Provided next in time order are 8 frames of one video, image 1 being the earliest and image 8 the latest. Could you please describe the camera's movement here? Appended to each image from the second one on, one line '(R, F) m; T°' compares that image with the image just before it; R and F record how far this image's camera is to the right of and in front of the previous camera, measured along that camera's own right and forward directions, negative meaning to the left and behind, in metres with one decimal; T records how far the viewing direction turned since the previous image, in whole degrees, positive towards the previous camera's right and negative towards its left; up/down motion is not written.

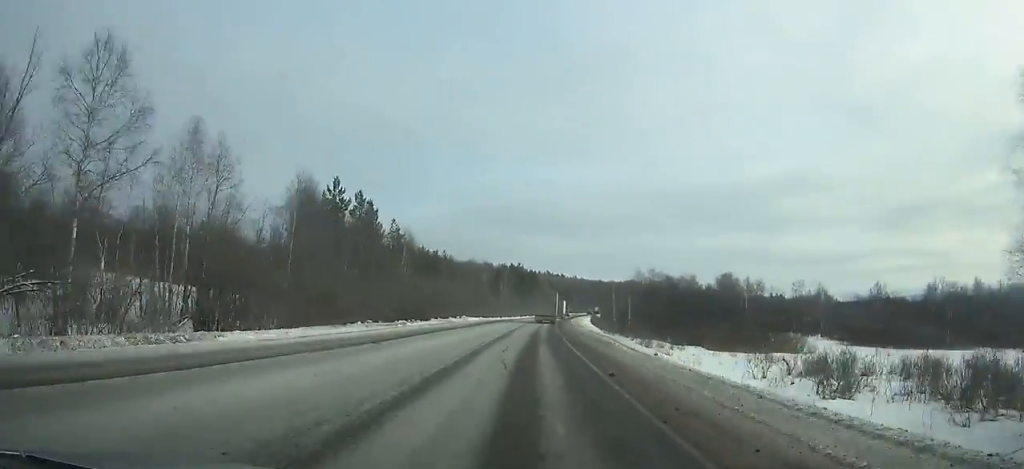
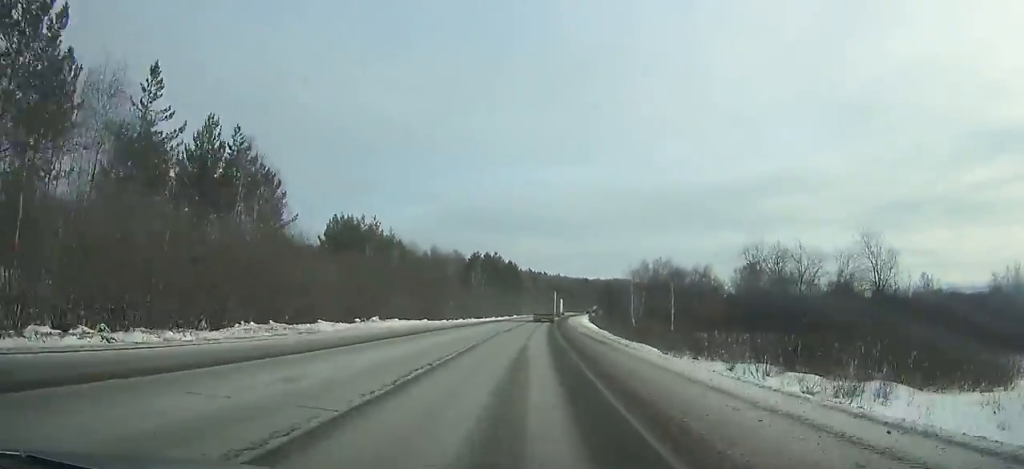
(+0.6, +41.1) m; +1°
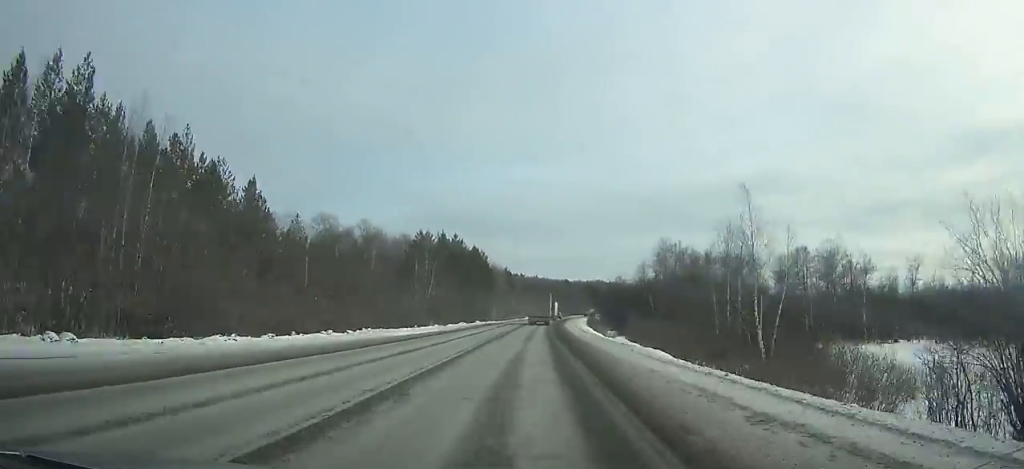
(+0.6, +49.9) m; +2°
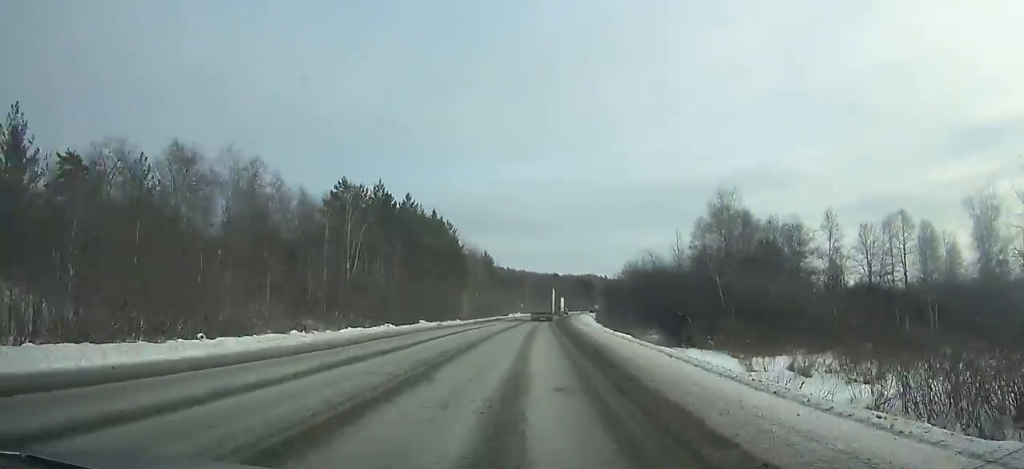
(+0.4, +43.4) m; +2°
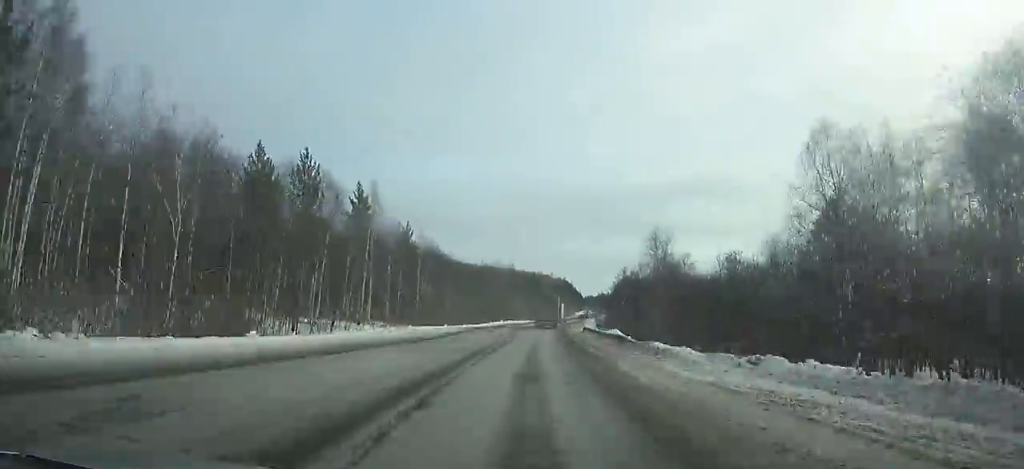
(+8.5, +153.1) m; +7°
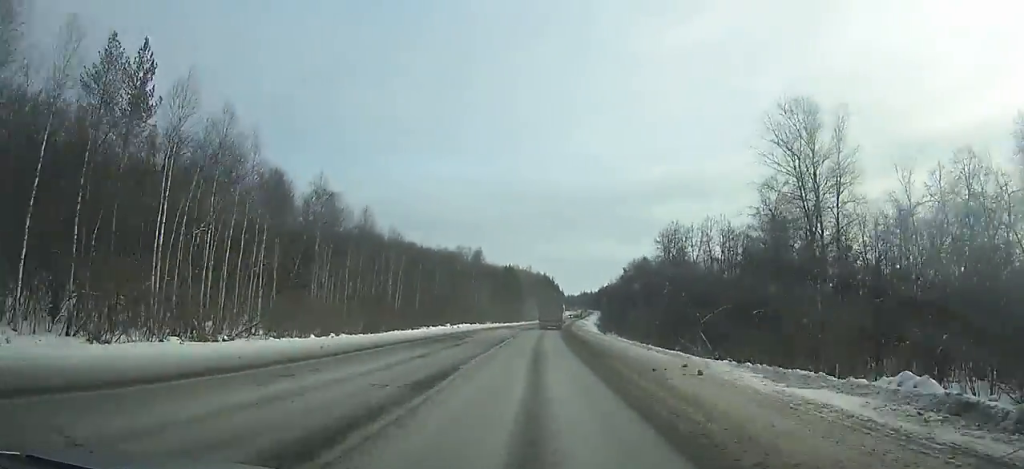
(+1.5, +59.3) m; +3°
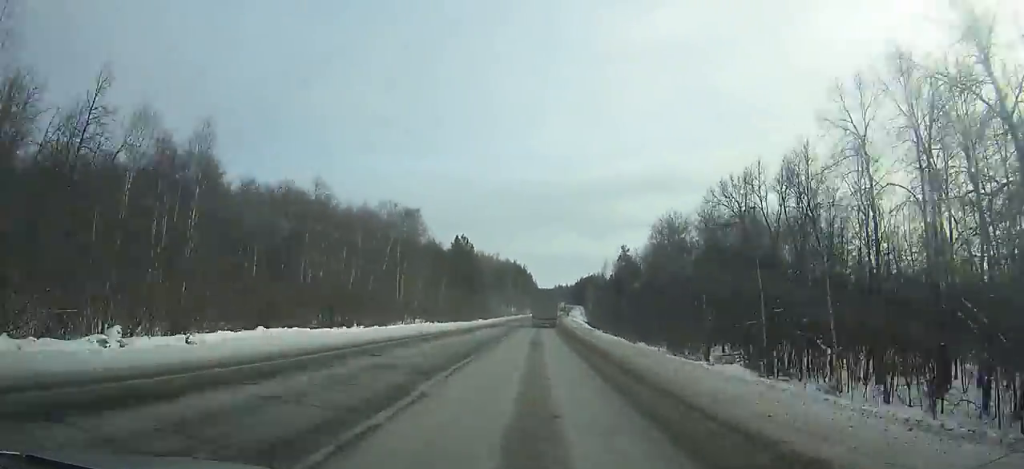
(+1.0, +60.4) m; +2°
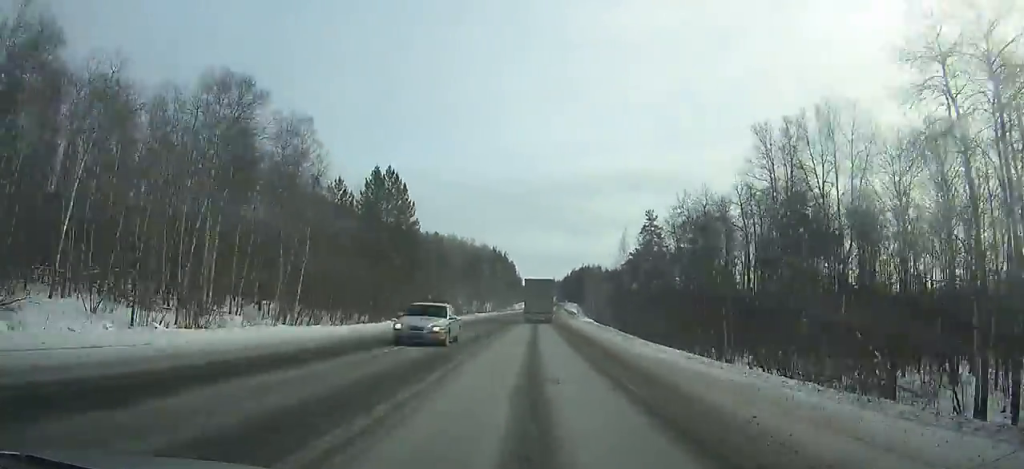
(+0.9, +52.2) m; +1°
